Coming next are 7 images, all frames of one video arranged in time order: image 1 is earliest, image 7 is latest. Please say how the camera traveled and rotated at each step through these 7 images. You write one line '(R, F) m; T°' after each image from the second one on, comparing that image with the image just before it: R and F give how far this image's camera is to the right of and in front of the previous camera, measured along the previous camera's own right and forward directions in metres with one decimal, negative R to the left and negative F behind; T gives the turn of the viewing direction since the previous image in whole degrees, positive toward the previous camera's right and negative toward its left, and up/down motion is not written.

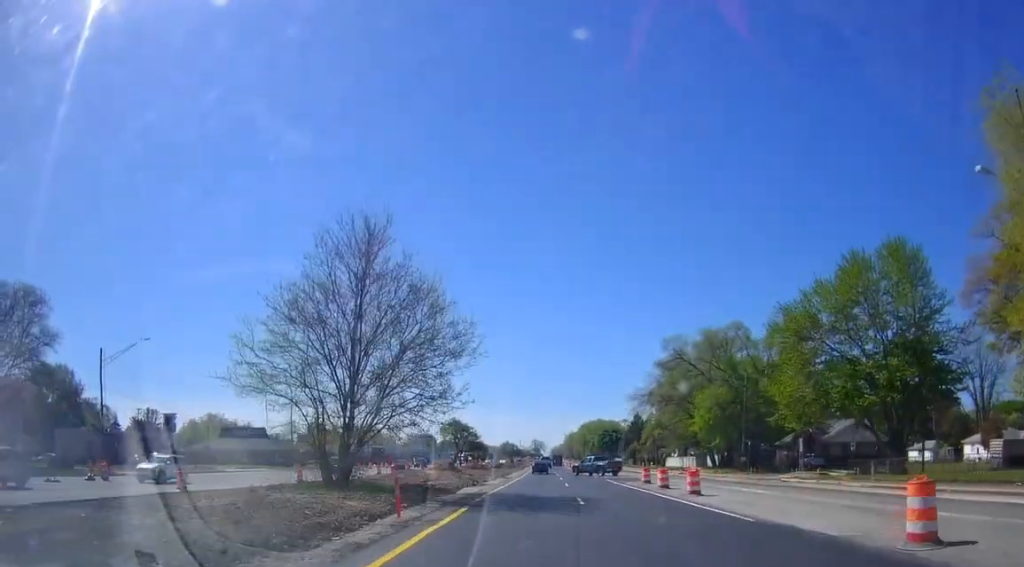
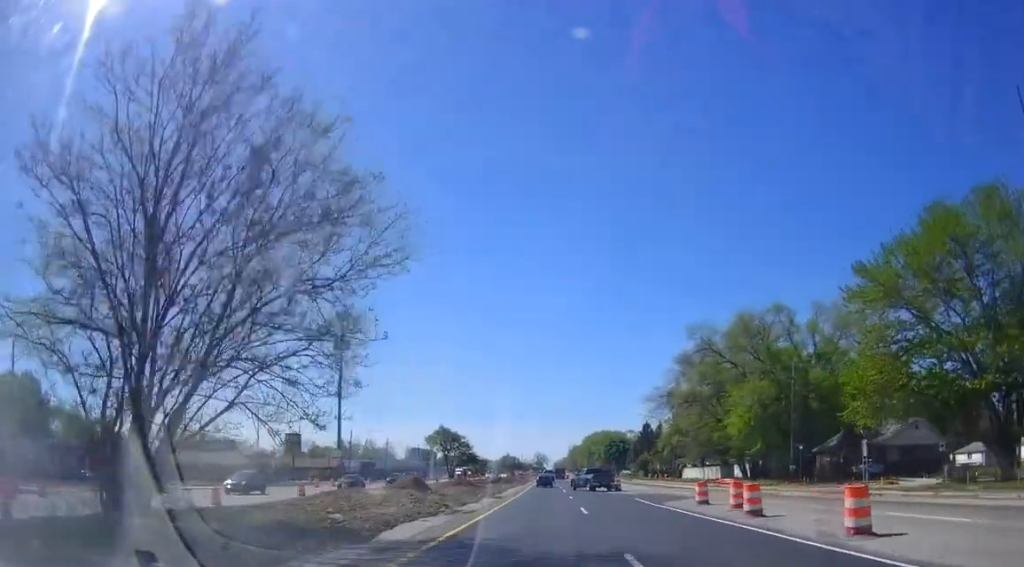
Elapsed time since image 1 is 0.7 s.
(-0.2, +13.5) m; 0°
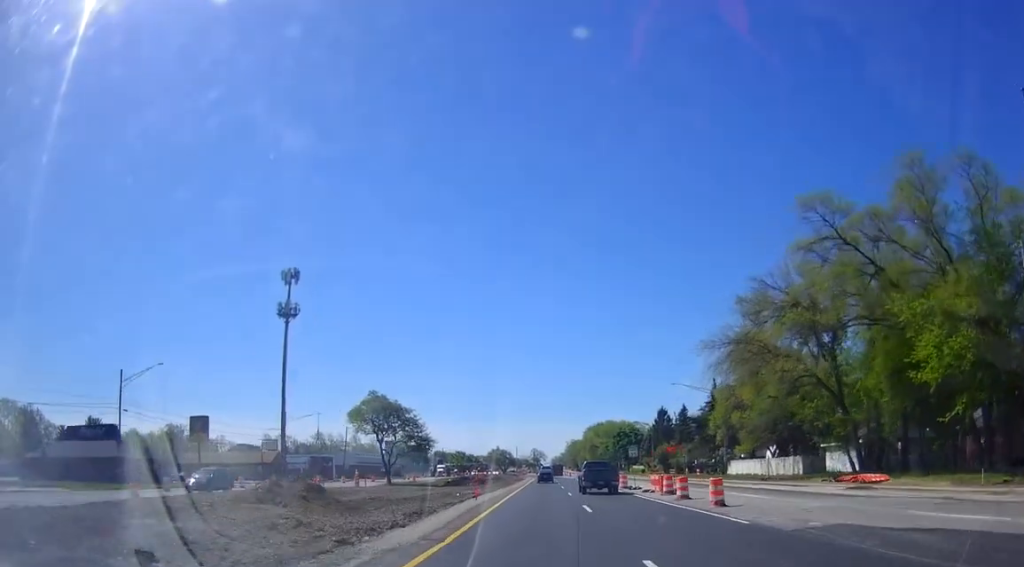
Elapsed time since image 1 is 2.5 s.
(+0.4, +32.0) m; +1°
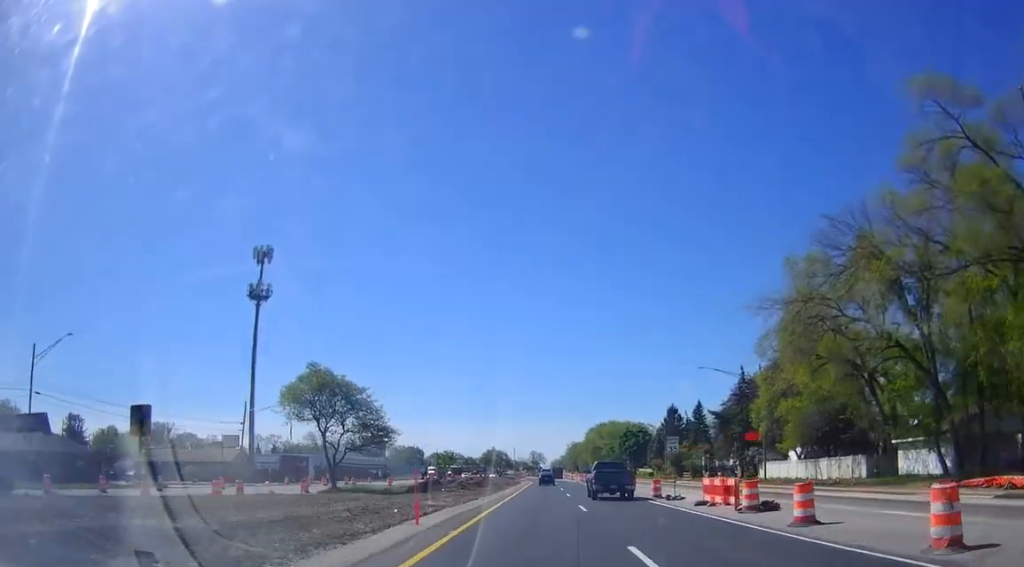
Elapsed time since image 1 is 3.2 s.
(0.0, +13.6) m; 0°
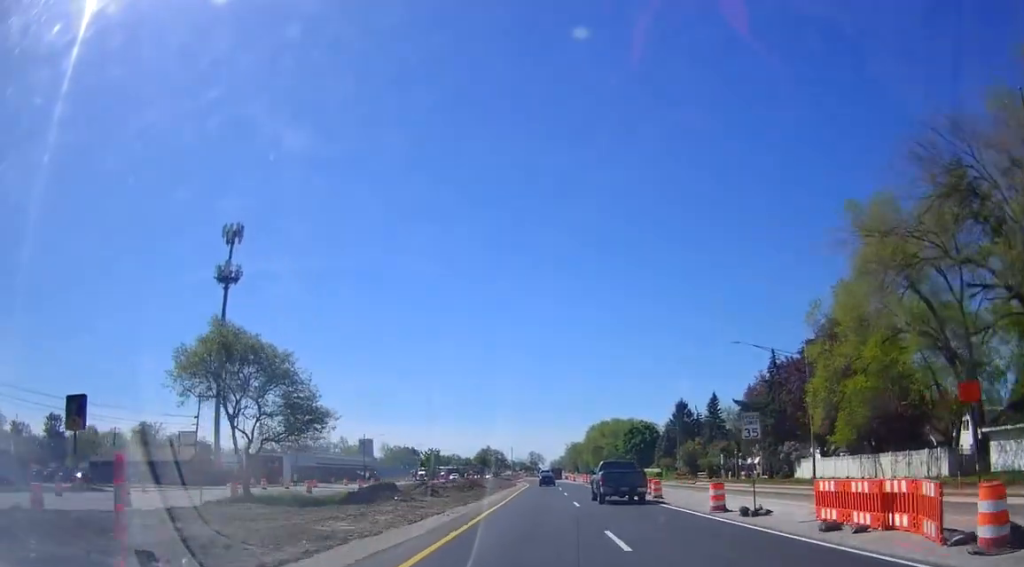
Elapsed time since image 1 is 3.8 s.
(0.0, +12.0) m; -2°
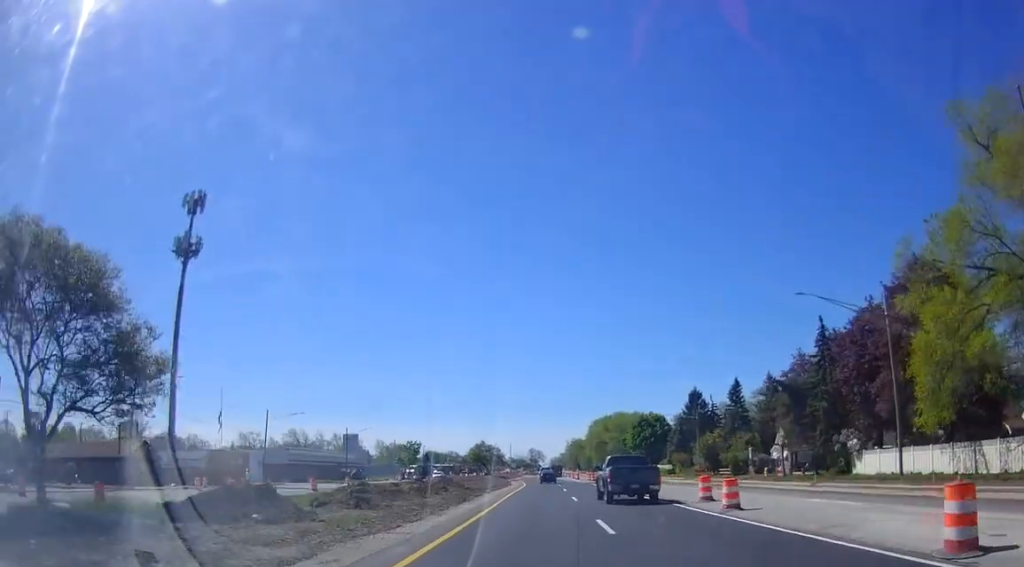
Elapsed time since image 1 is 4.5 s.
(-0.2, +13.2) m; -2°
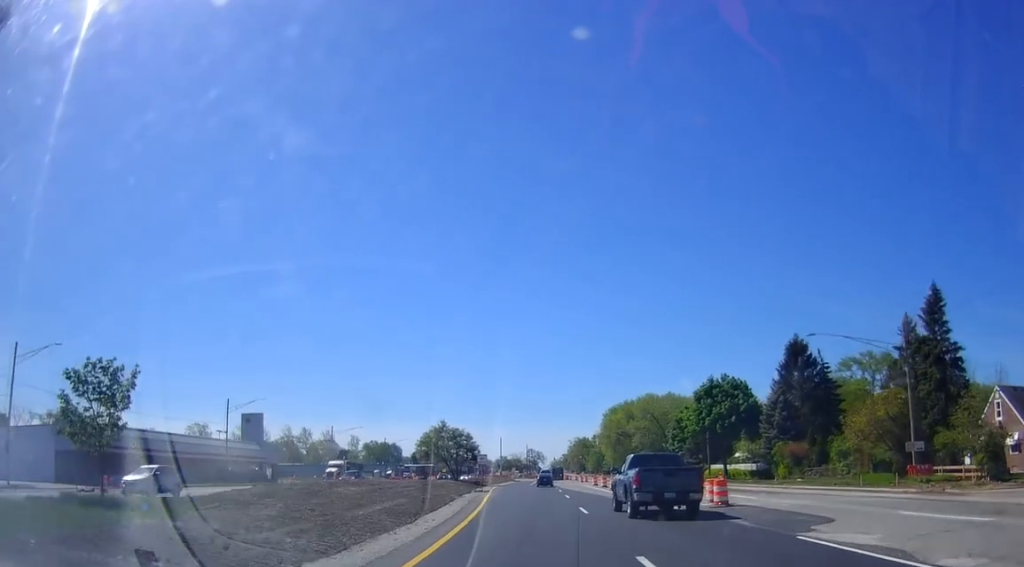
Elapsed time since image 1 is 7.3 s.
(-0.6, +52.5) m; 0°
